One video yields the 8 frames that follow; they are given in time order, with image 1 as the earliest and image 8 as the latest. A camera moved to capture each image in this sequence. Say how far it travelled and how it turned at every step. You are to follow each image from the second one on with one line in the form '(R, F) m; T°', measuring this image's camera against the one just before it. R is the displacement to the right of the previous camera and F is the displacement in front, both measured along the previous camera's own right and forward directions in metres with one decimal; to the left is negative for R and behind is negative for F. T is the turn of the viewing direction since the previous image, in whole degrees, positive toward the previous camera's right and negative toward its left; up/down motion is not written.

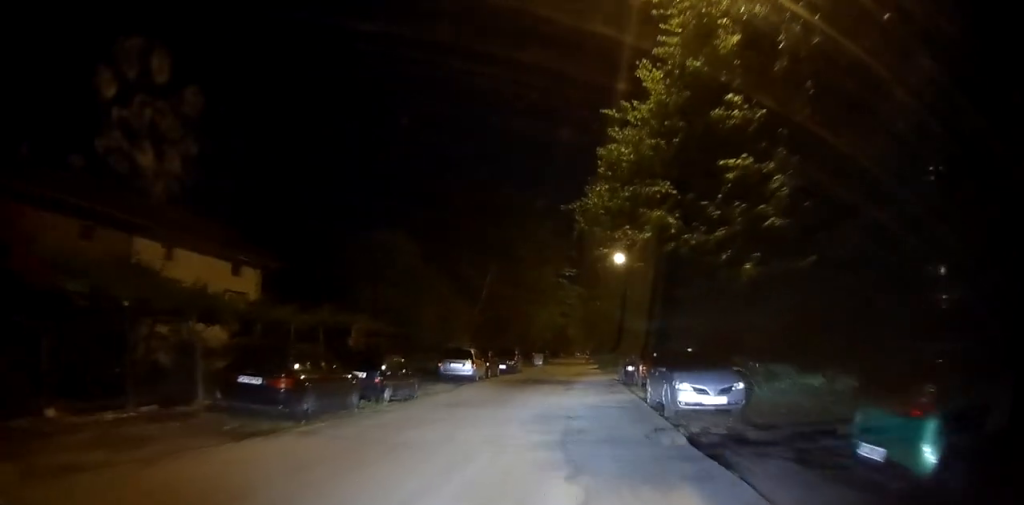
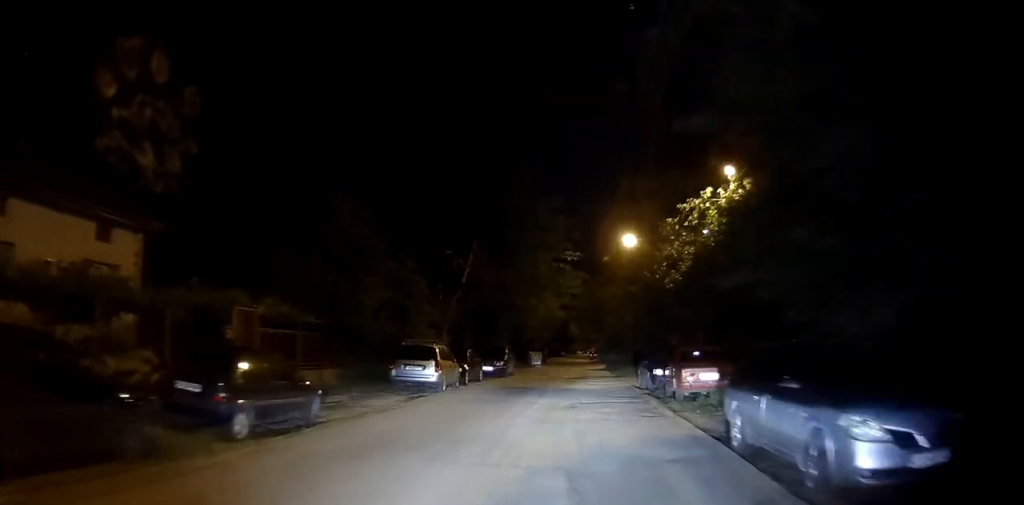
(-0.4, +7.6) m; -4°
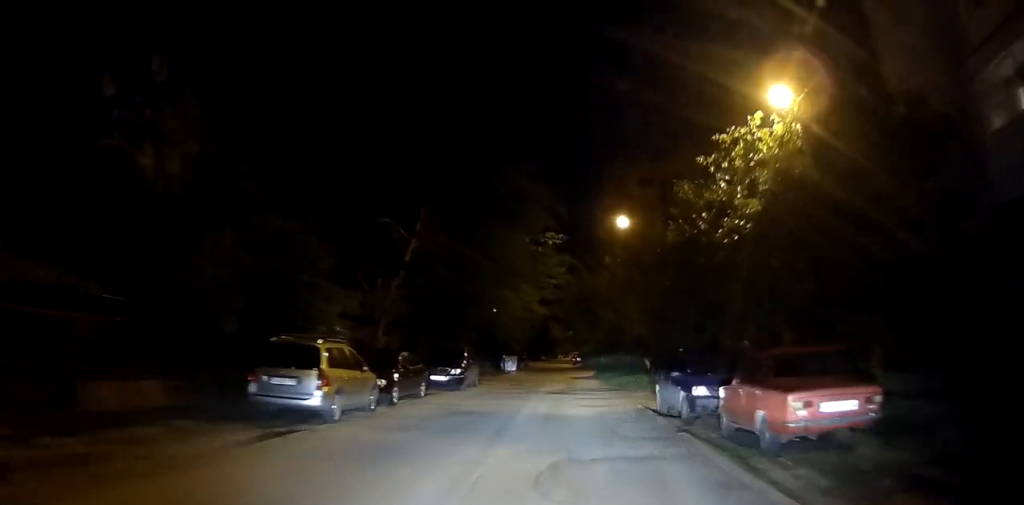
(+0.2, +7.8) m; +3°
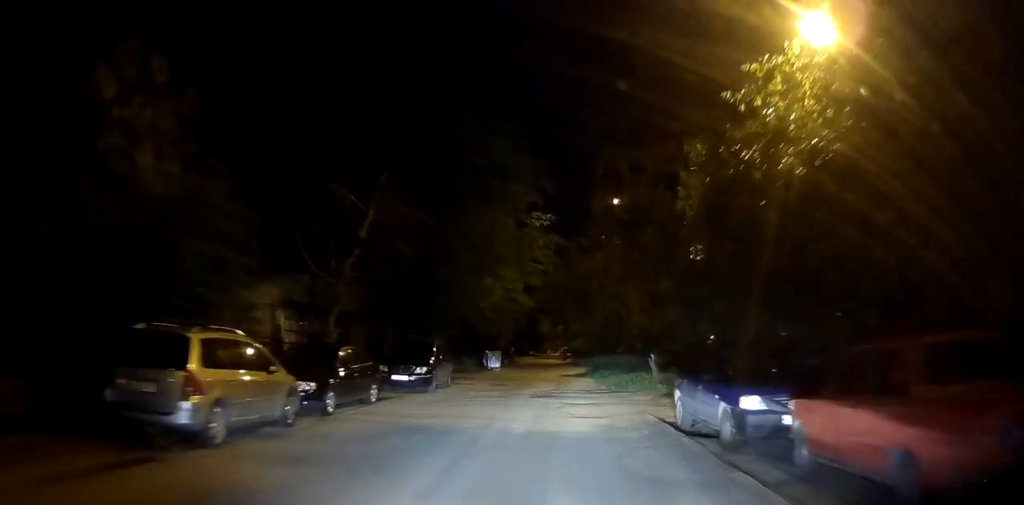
(0.0, +3.9) m; 0°
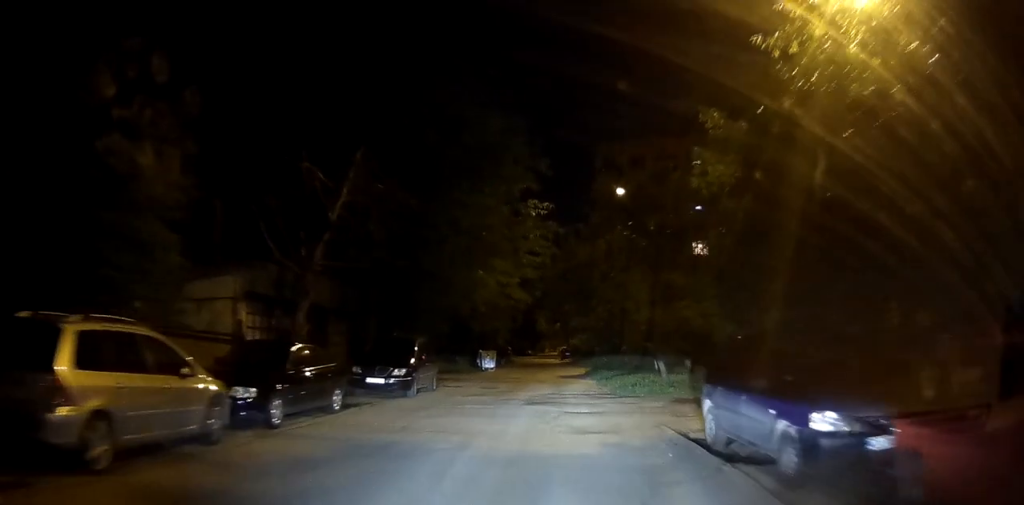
(0.0, +2.4) m; 0°
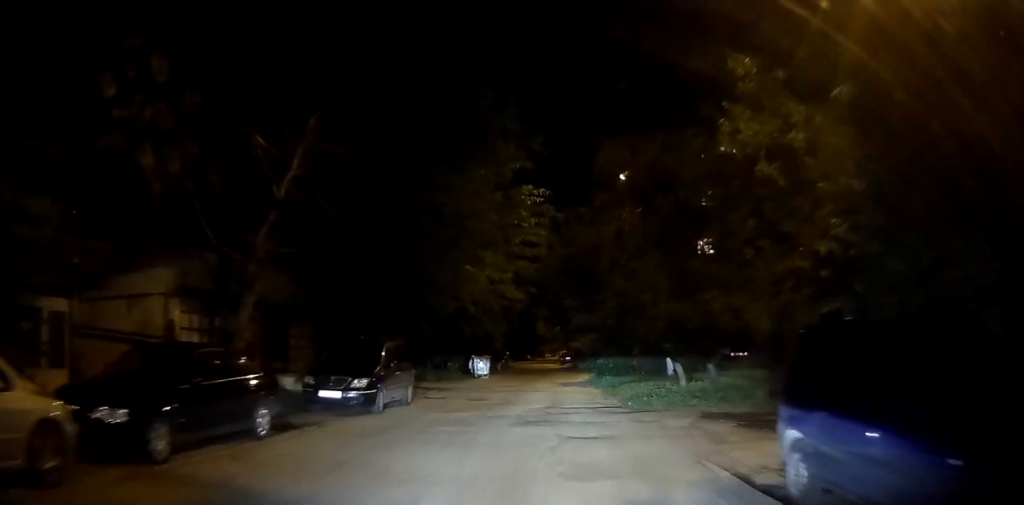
(0.0, +3.3) m; -1°
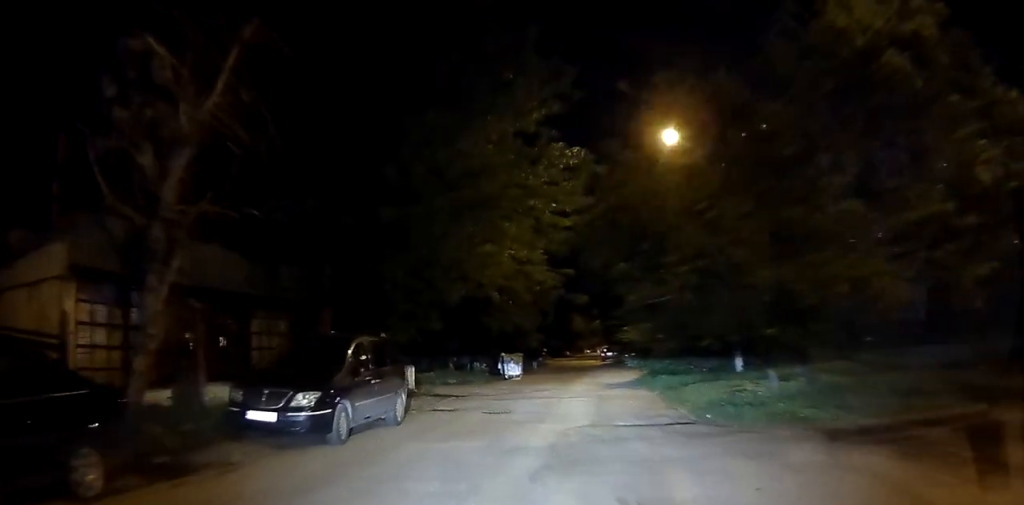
(-0.1, +4.8) m; 0°
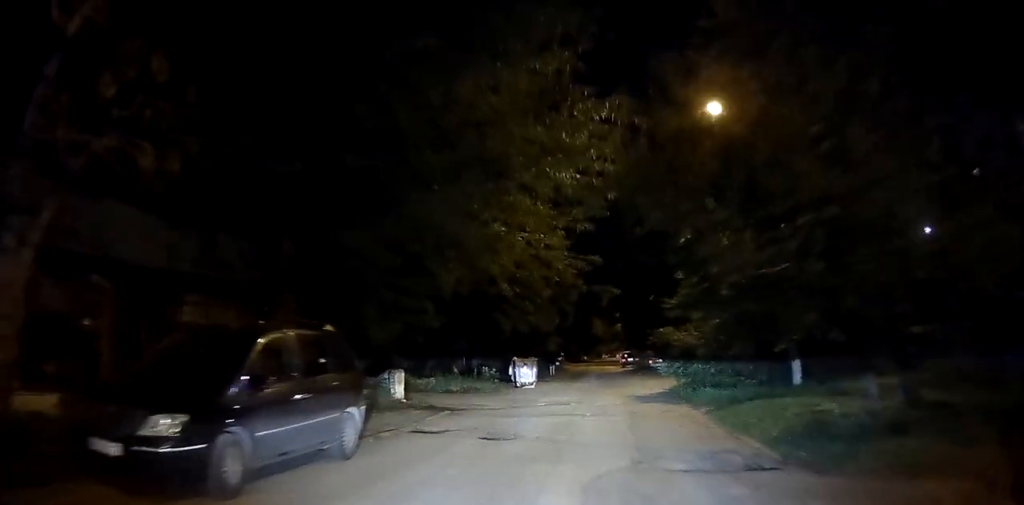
(+0.1, +3.9) m; +1°
